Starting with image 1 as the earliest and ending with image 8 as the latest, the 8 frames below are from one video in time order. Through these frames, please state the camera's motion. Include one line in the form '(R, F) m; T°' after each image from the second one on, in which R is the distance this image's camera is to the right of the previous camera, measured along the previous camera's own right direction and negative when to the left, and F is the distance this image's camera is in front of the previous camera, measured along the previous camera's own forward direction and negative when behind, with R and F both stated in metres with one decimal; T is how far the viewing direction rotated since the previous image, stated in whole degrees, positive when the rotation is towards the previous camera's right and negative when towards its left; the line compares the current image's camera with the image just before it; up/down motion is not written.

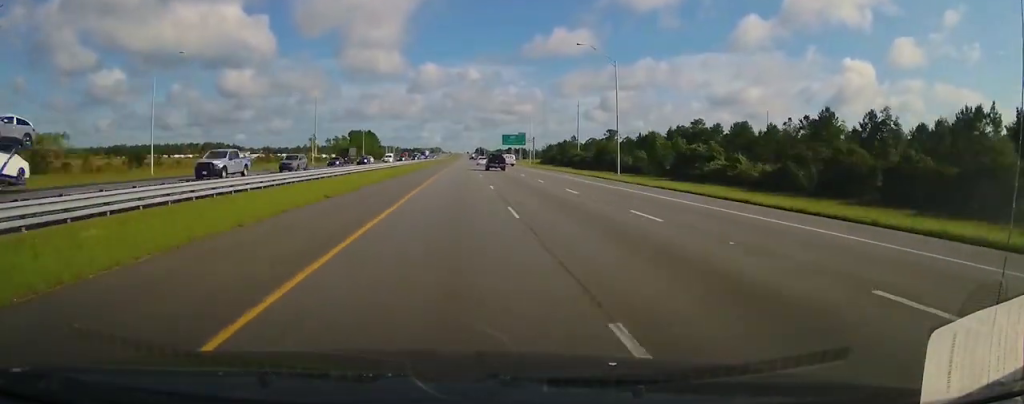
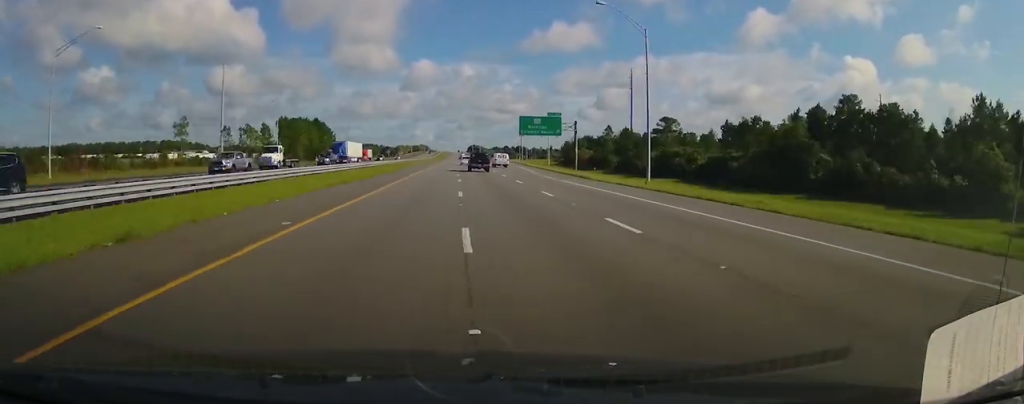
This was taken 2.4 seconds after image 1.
(0.0, +105.4) m; 0°
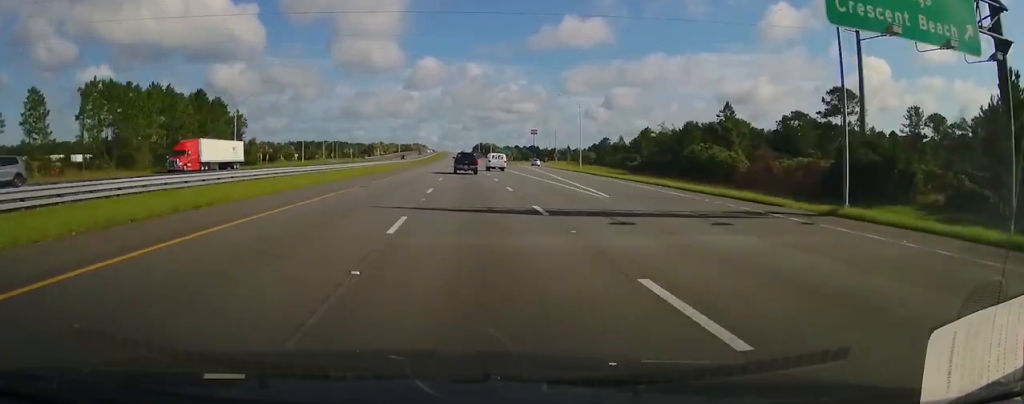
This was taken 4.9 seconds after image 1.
(-0.4, +108.2) m; 0°
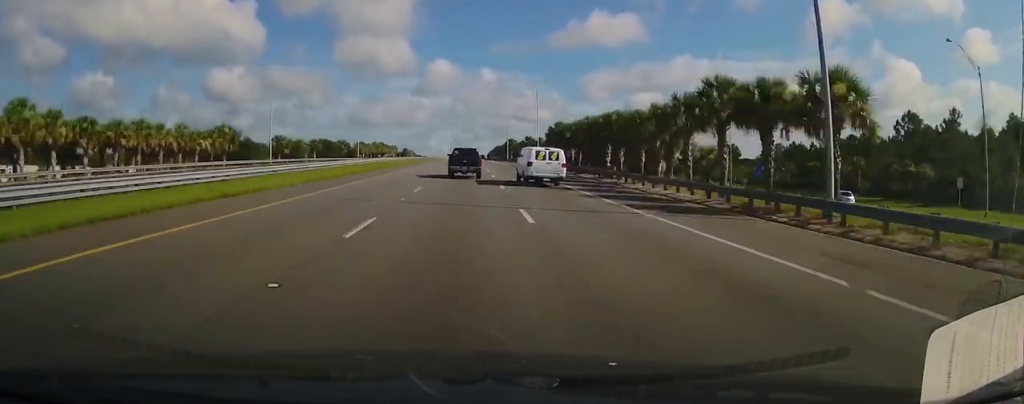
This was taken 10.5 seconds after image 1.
(-0.6, +179.8) m; 0°
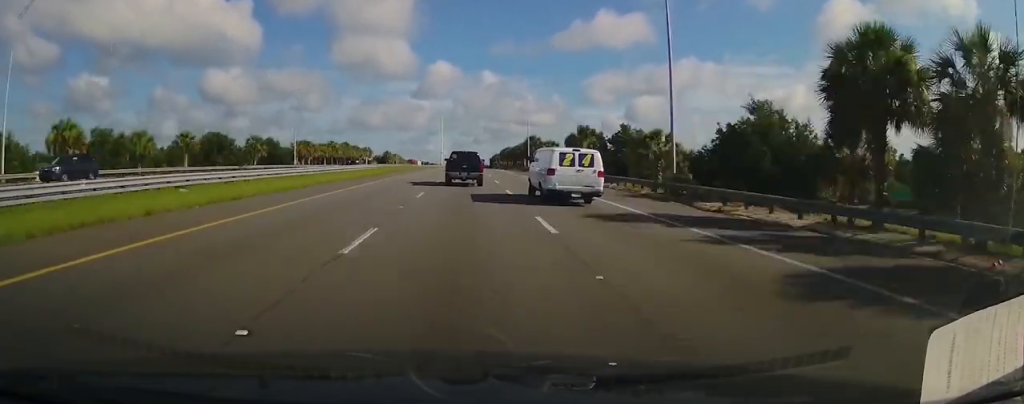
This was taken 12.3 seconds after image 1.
(+0.2, +56.2) m; 0°
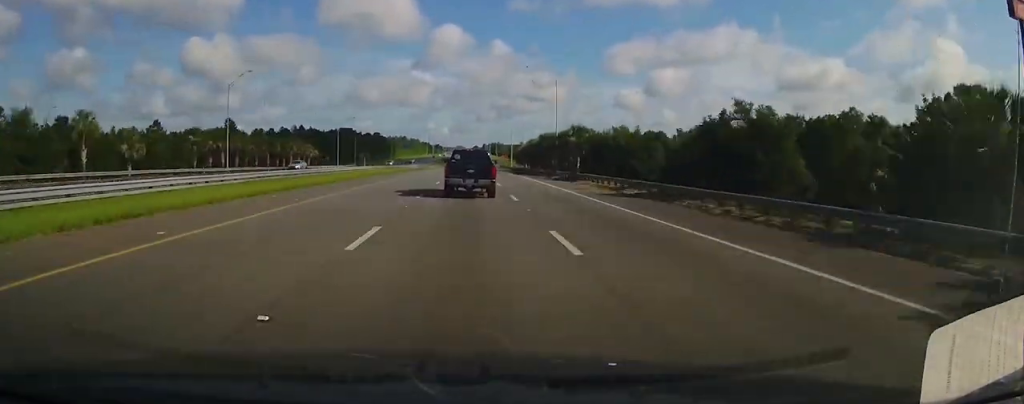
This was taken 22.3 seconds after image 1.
(-0.1, +344.5) m; 0°
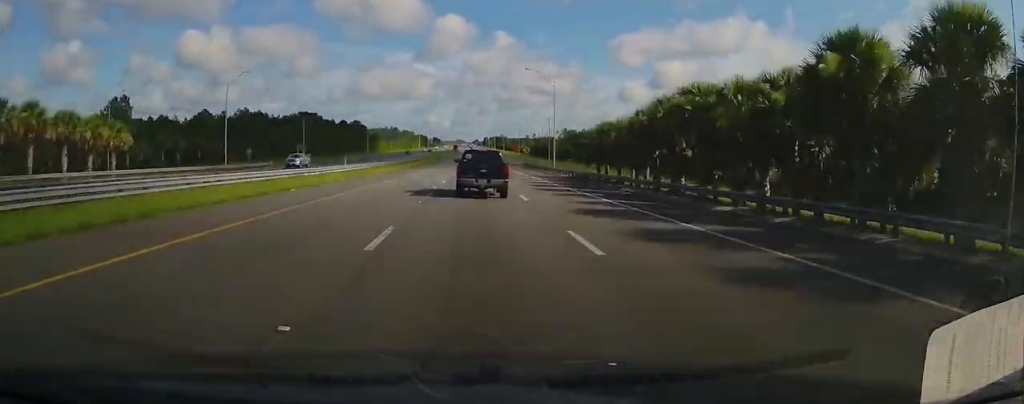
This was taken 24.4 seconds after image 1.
(0.0, +86.4) m; 0°
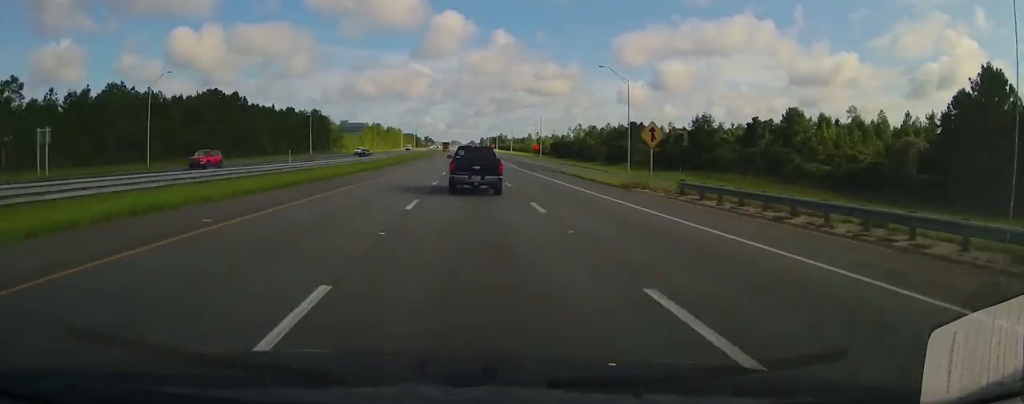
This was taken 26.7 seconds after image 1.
(0.0, +97.3) m; 0°
